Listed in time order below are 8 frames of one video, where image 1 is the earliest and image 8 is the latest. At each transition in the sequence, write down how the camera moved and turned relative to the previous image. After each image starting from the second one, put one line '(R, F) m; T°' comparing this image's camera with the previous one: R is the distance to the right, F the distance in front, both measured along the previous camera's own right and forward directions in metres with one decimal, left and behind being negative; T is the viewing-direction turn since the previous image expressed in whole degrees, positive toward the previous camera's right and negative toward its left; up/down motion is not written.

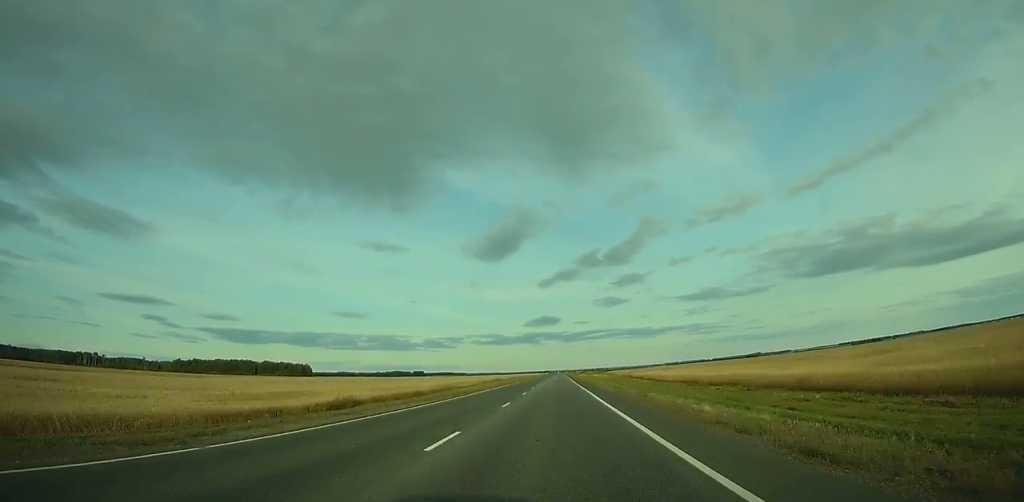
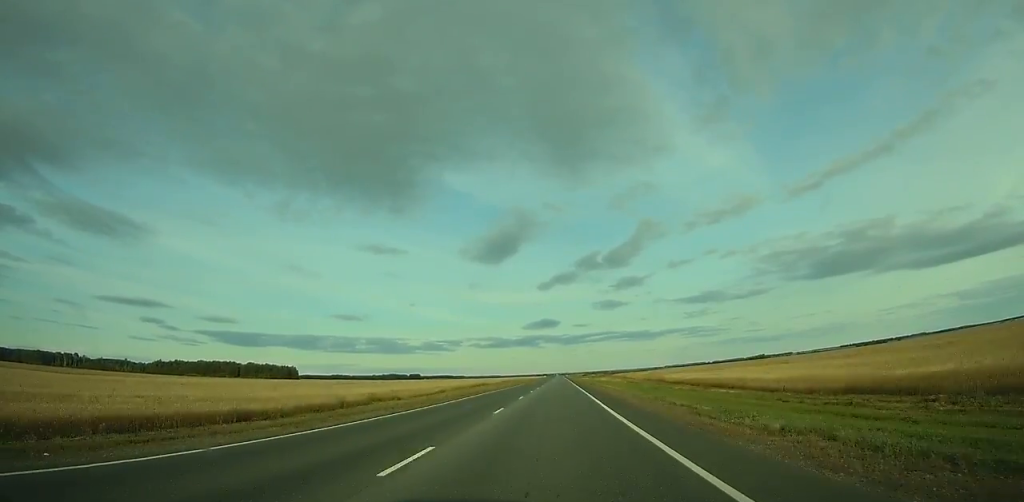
(0.0, +51.2) m; 0°
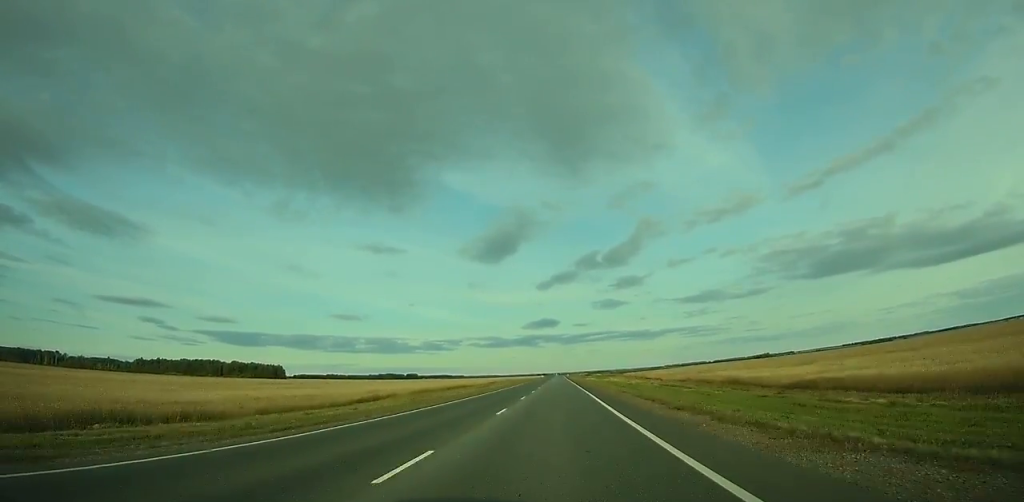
(+0.1, +48.4) m; 0°
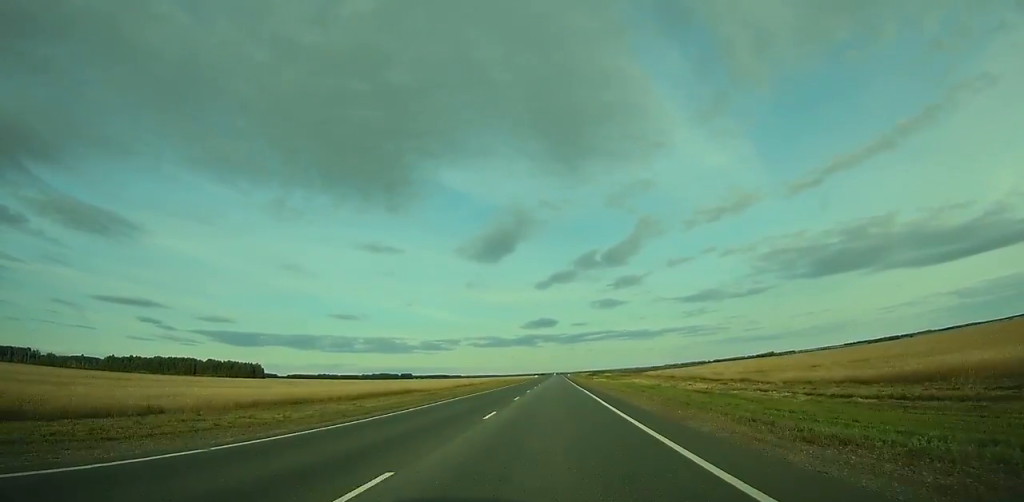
(+0.1, +63.3) m; 0°
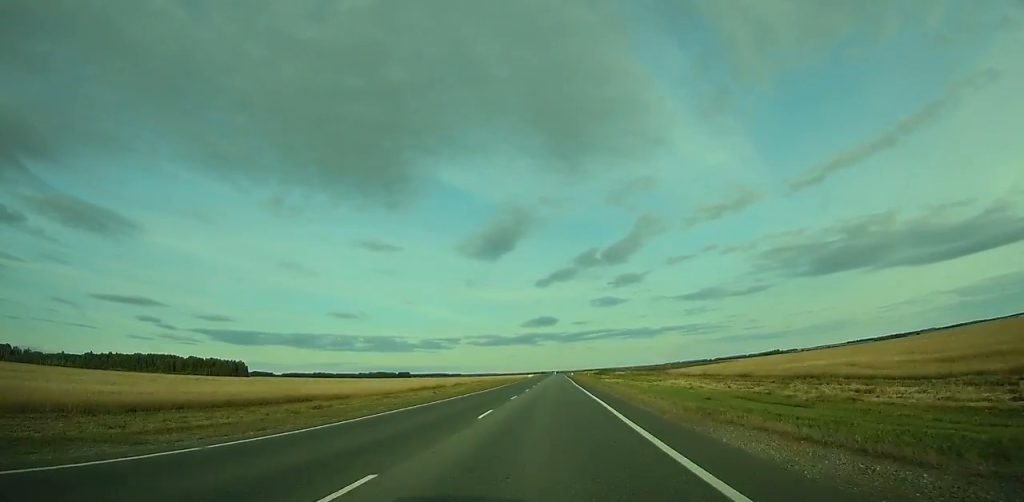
(+0.1, +48.2) m; 0°
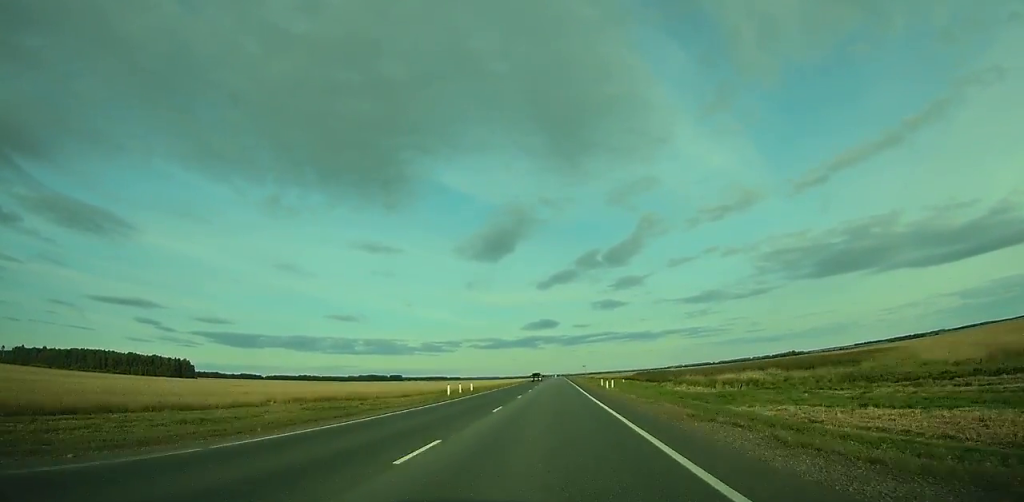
(-0.3, +130.4) m; 0°
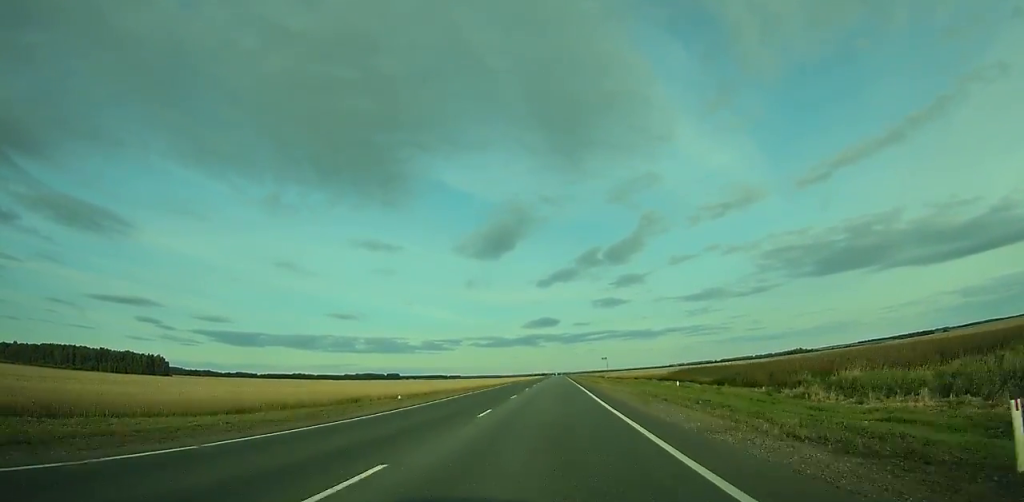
(-0.1, +52.5) m; 0°
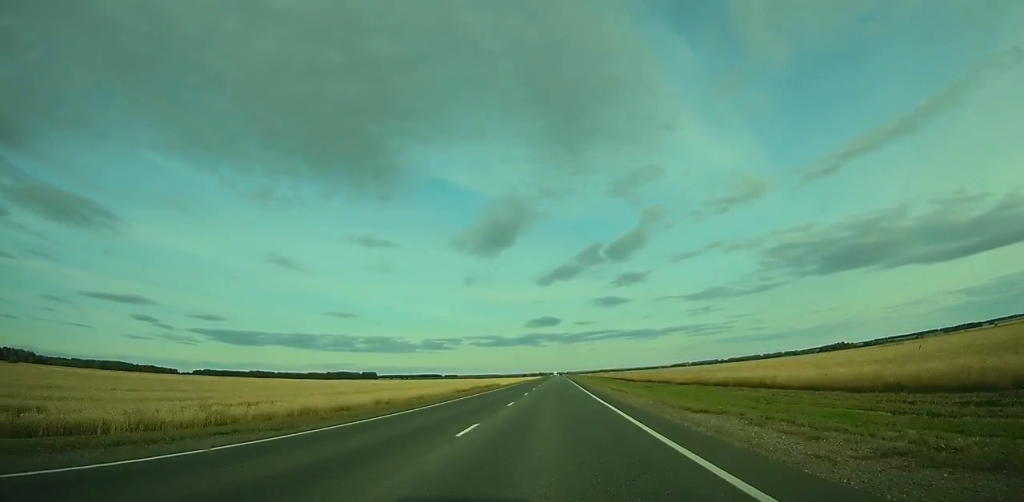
(+1.1, +272.9) m; 0°
